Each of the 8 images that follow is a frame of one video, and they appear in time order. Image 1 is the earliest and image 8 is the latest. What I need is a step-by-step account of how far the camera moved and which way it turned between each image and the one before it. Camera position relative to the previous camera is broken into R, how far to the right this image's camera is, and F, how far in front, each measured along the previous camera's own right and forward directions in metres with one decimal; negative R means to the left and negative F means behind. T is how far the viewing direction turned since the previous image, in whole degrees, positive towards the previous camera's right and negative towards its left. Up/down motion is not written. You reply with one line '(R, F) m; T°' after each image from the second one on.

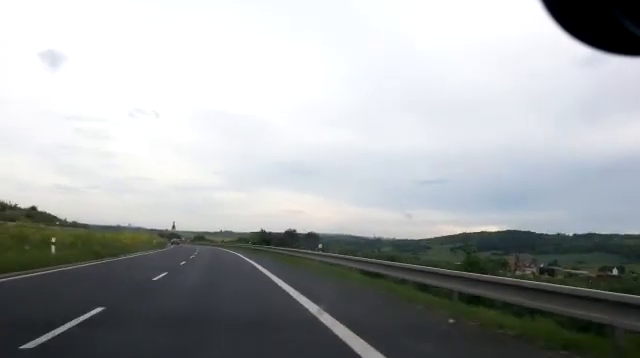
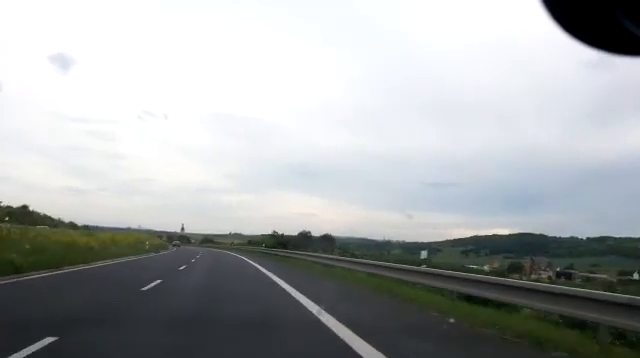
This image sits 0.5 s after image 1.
(0.0, +11.7) m; 0°
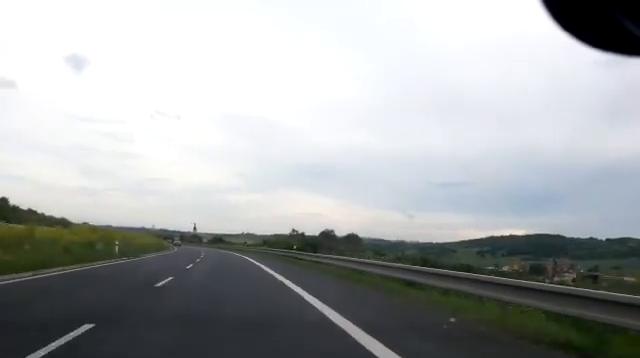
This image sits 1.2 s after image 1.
(0.0, +17.4) m; -1°
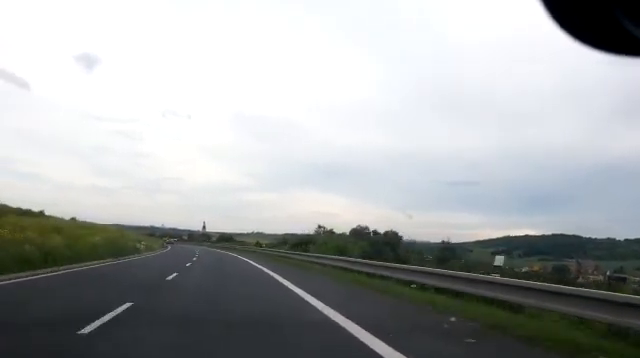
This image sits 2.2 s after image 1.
(-0.5, +24.9) m; -2°
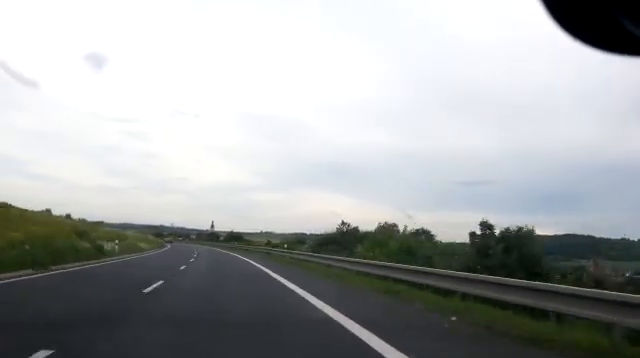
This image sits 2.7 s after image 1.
(-0.2, +13.3) m; -1°
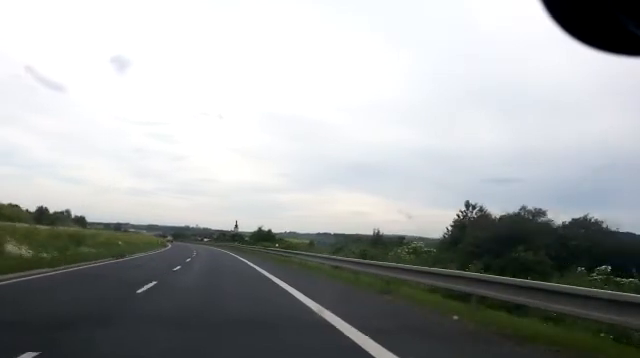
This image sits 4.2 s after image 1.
(-0.3, +36.8) m; -2°
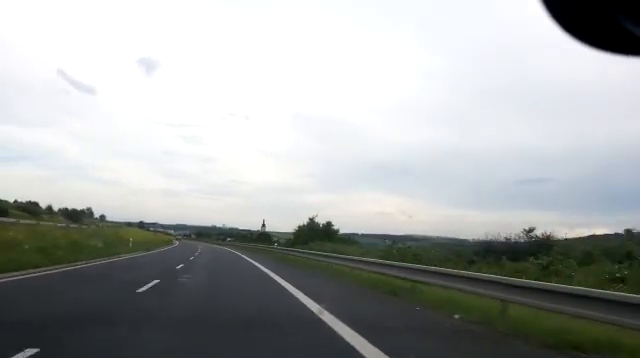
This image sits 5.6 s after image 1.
(-1.0, +36.6) m; -2°
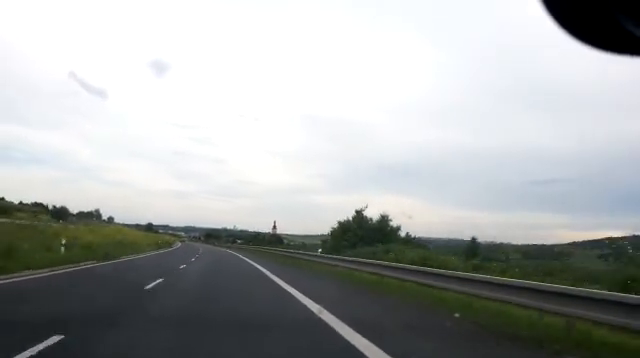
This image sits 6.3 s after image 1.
(0.0, +17.5) m; -1°
